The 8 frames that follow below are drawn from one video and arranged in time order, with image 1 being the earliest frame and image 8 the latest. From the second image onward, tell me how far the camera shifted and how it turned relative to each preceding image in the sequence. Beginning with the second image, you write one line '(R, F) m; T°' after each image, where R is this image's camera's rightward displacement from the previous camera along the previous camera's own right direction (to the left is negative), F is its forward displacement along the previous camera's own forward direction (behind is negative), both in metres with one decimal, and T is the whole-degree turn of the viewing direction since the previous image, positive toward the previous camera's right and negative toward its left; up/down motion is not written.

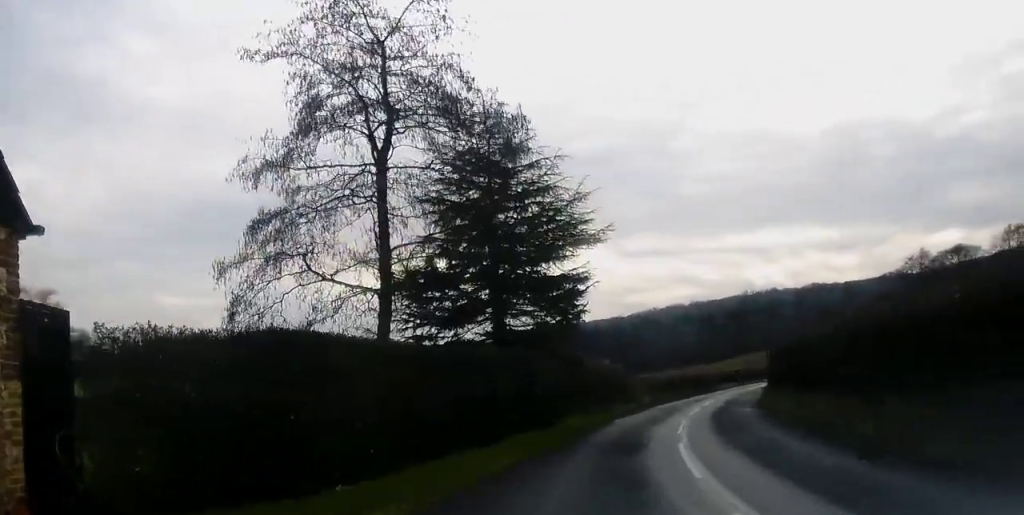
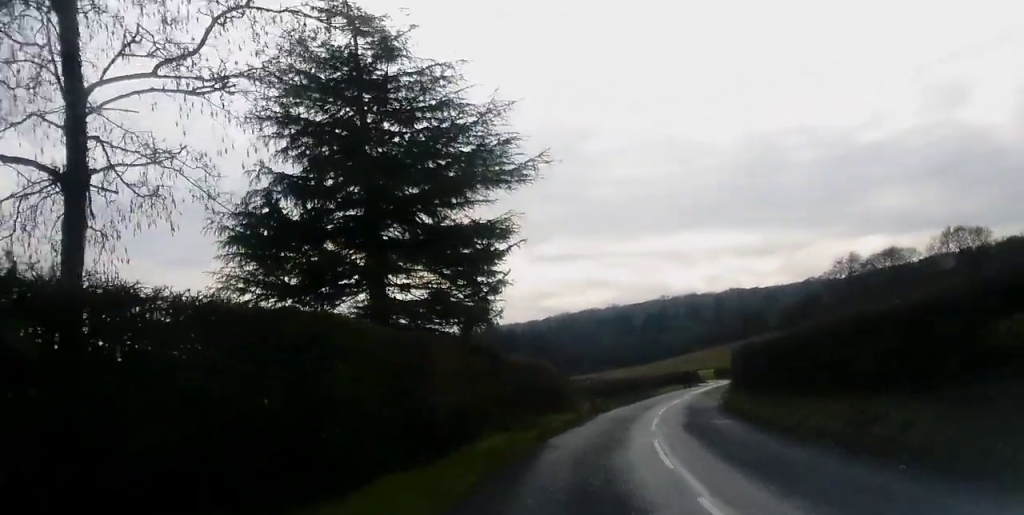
(+0.2, +7.9) m; +5°
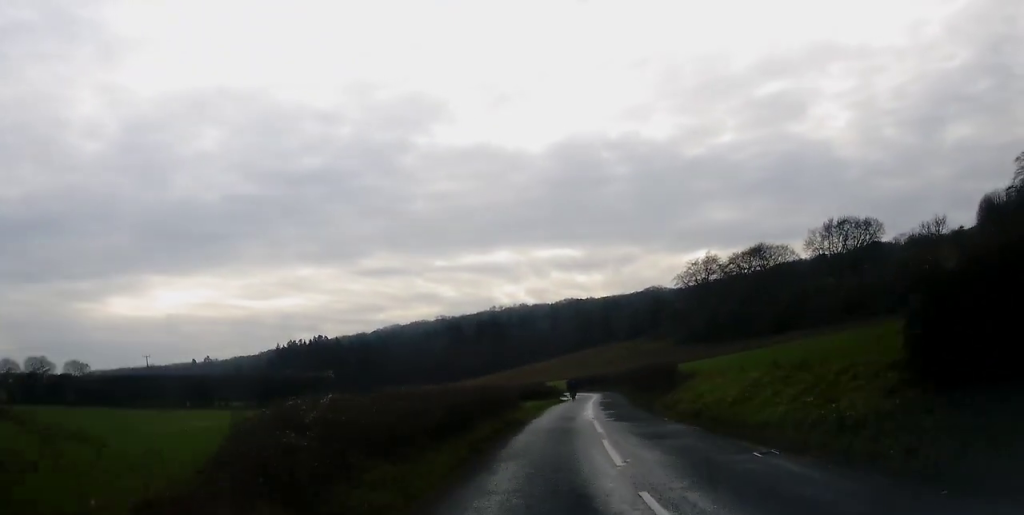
(+3.4, +25.5) m; +12°
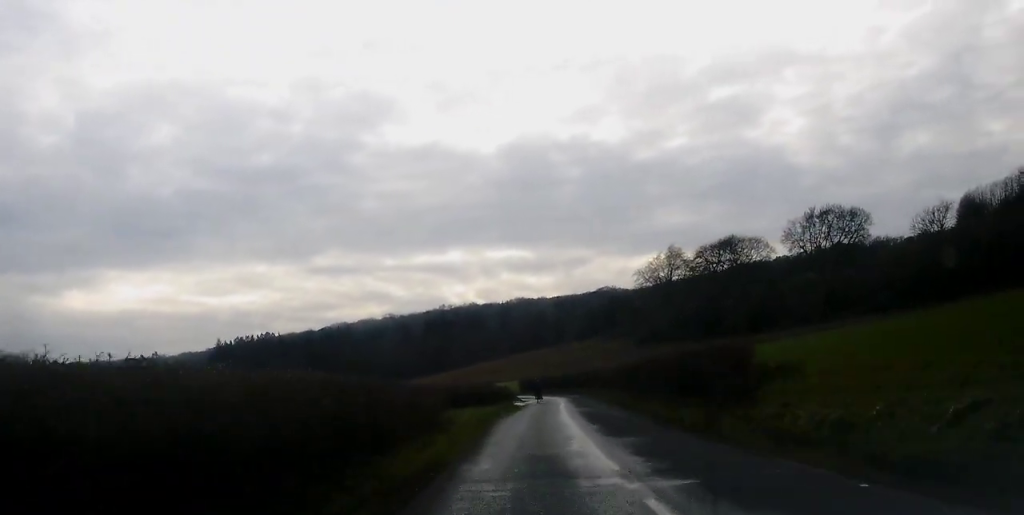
(+0.3, +18.0) m; +3°
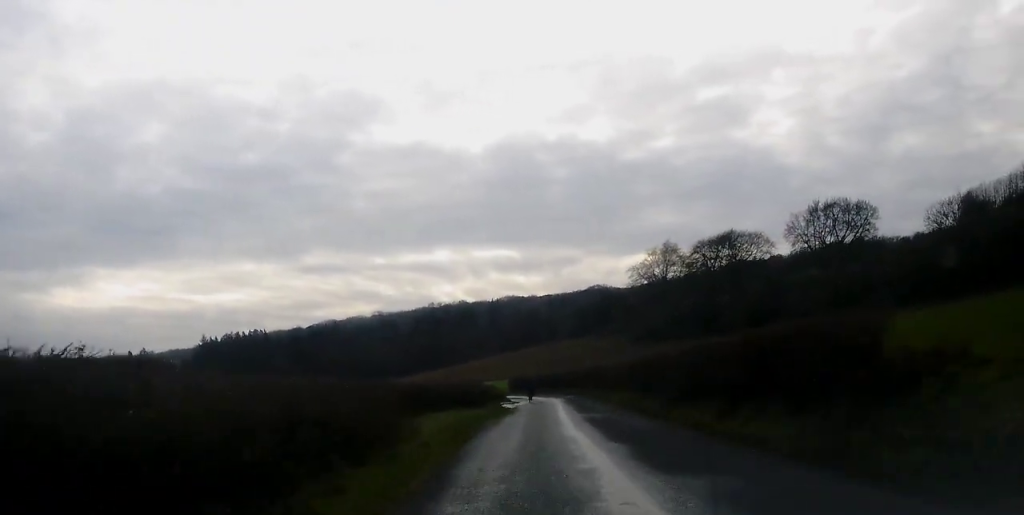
(0.0, +7.6) m; +2°
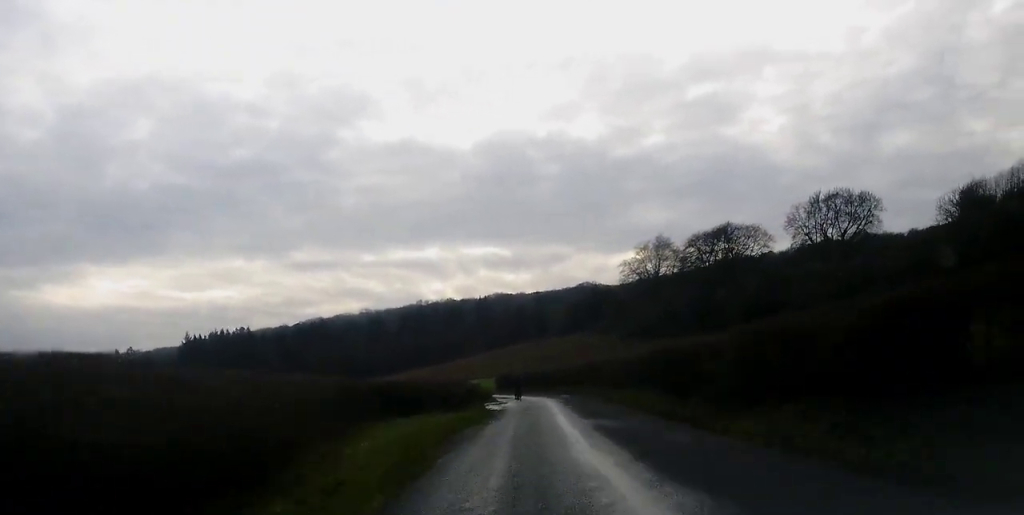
(+0.4, +6.9) m; +1°
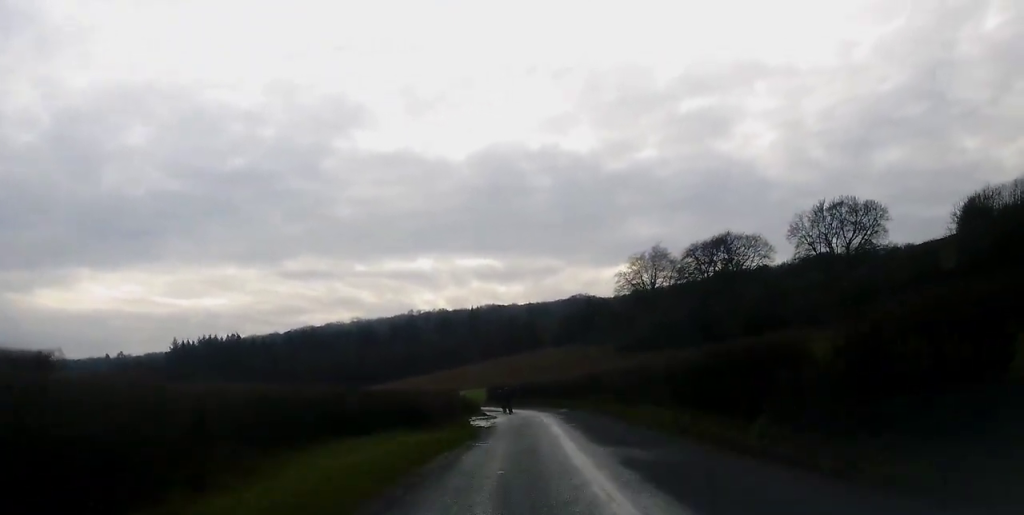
(0.0, +6.5) m; +1°
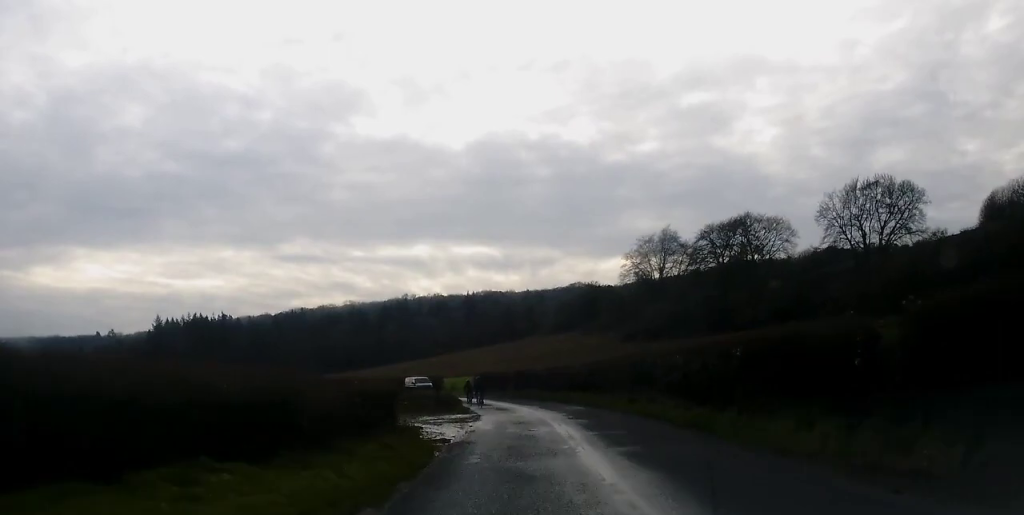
(-0.1, +15.2) m; 0°
